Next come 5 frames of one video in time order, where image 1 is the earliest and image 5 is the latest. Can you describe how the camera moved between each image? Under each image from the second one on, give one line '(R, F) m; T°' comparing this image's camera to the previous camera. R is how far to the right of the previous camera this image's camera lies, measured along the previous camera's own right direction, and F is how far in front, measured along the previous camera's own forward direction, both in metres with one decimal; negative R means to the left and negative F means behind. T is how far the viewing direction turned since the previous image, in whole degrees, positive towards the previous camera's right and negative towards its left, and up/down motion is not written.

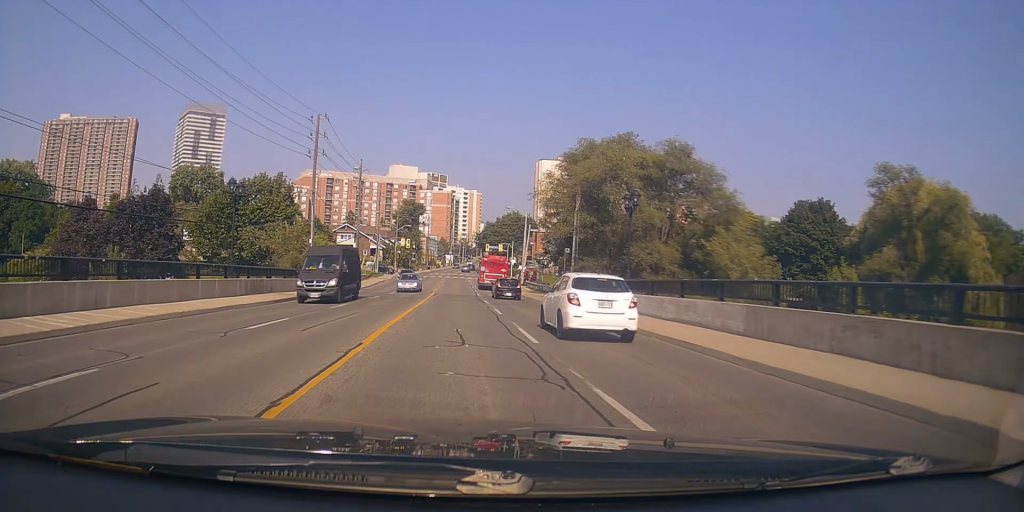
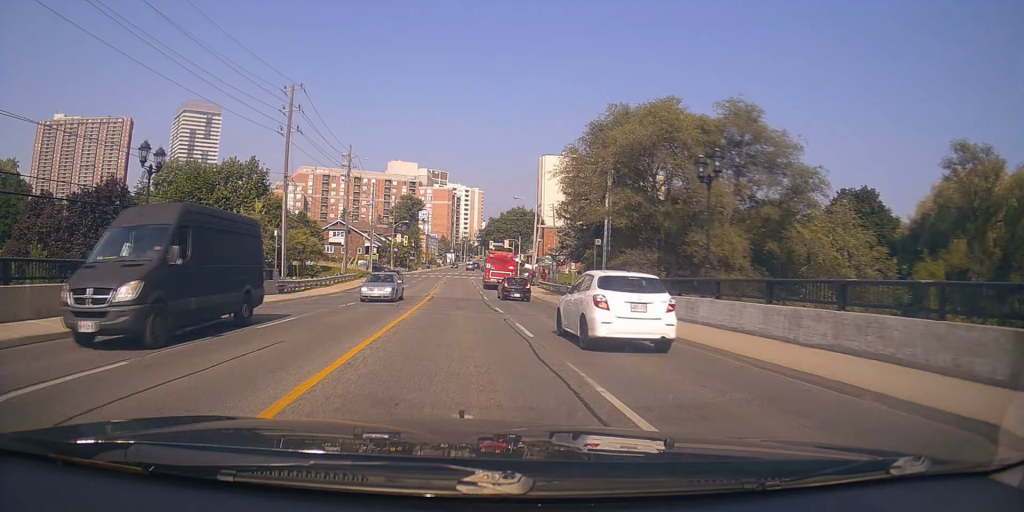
(0.0, +8.3) m; -1°
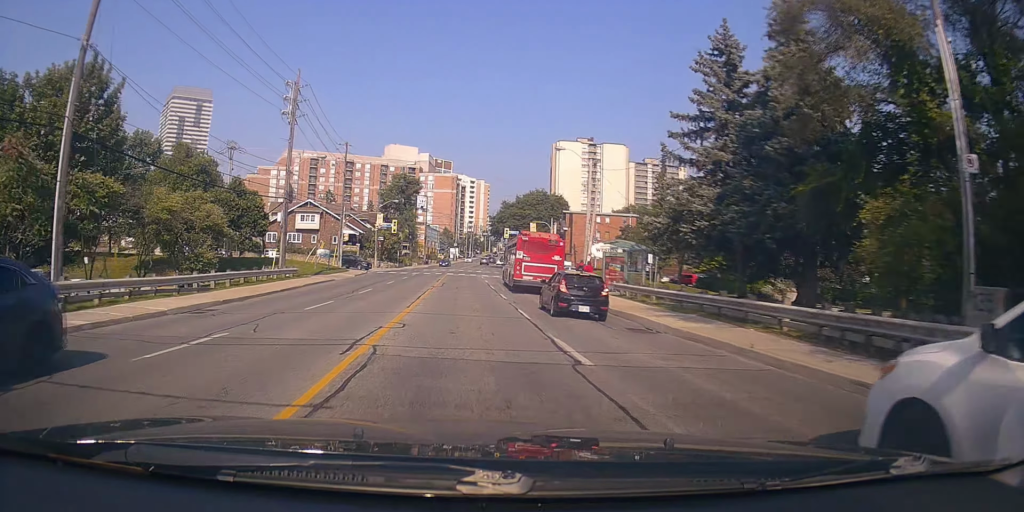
(-1.0, +24.3) m; -4°
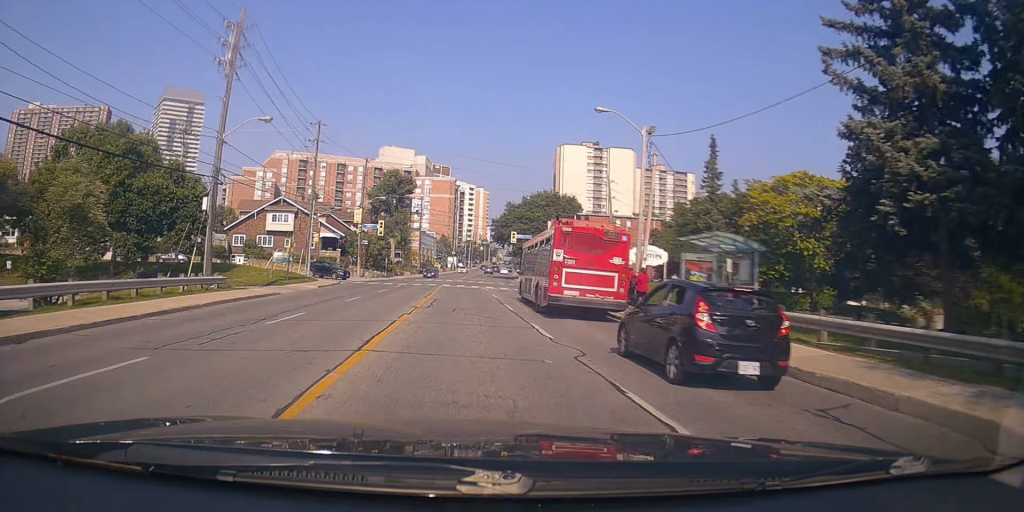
(0.0, +12.1) m; 0°
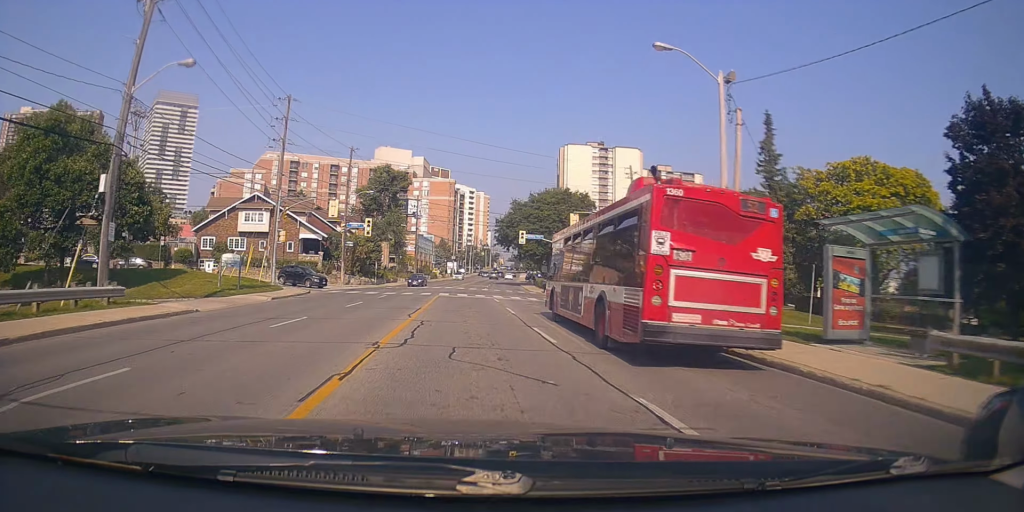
(0.0, +9.2) m; +1°
